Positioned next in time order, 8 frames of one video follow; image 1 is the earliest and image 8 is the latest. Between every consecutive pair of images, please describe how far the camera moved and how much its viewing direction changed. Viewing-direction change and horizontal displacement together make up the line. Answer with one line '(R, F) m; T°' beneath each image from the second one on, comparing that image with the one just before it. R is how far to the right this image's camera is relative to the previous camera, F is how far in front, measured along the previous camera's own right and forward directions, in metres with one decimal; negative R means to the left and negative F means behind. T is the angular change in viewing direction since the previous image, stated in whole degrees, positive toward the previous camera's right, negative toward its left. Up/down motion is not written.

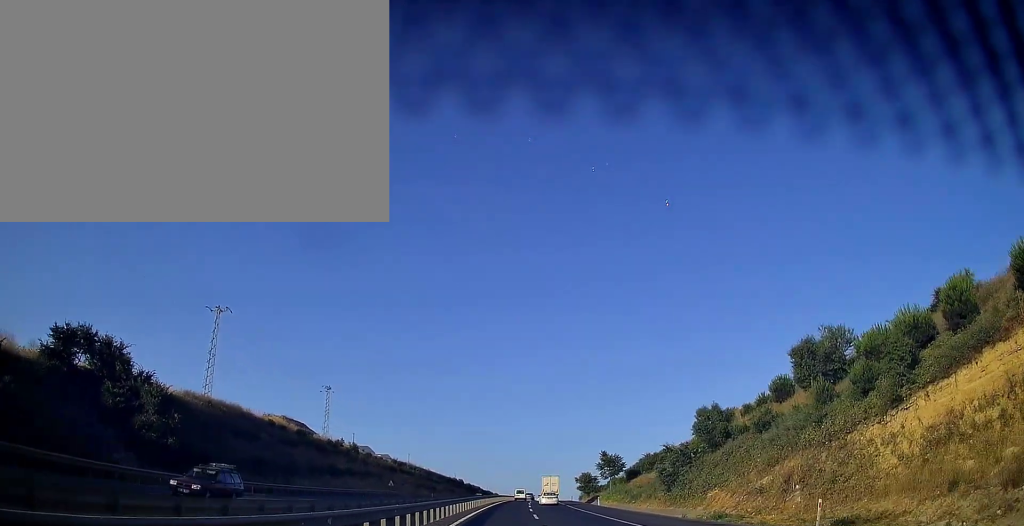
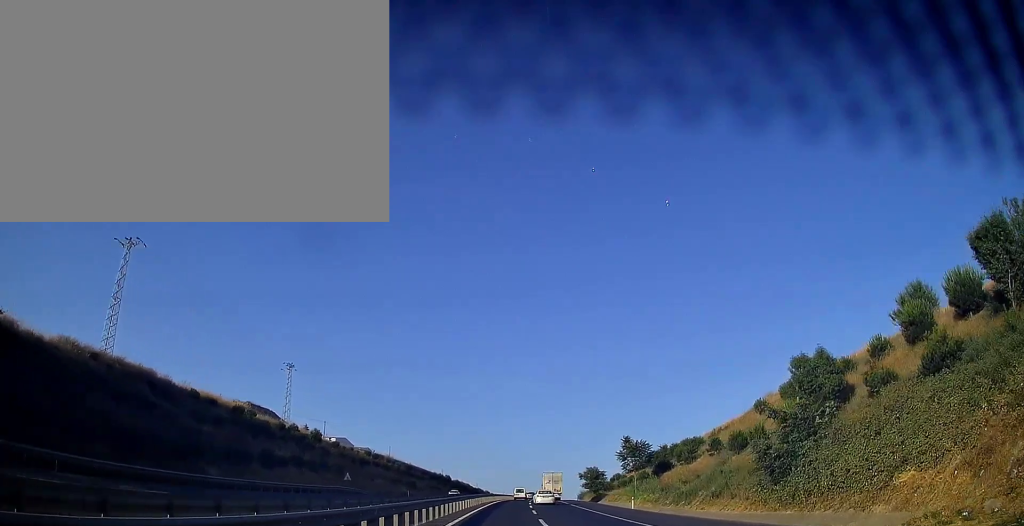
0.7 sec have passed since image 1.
(+0.1, +19.1) m; +1°
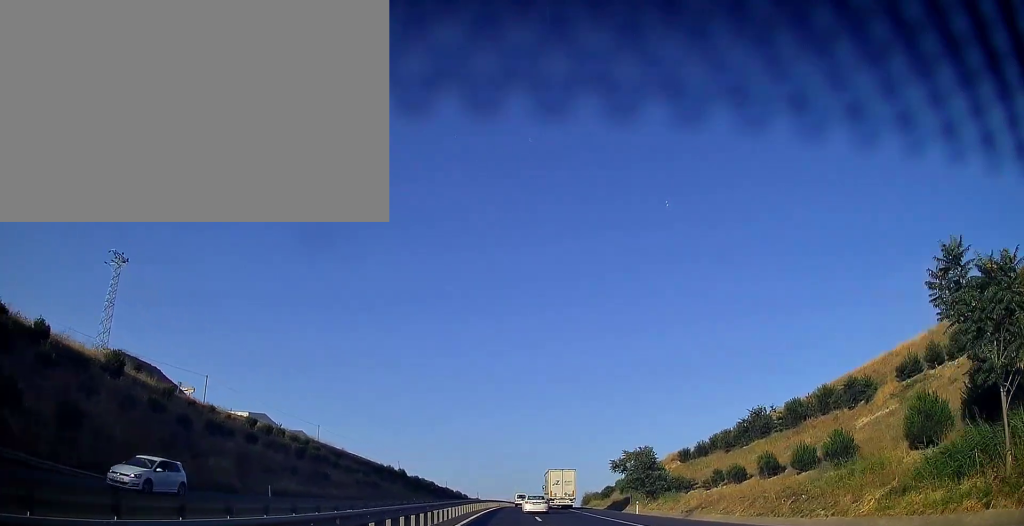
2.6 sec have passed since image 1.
(+1.3, +52.4) m; +2°
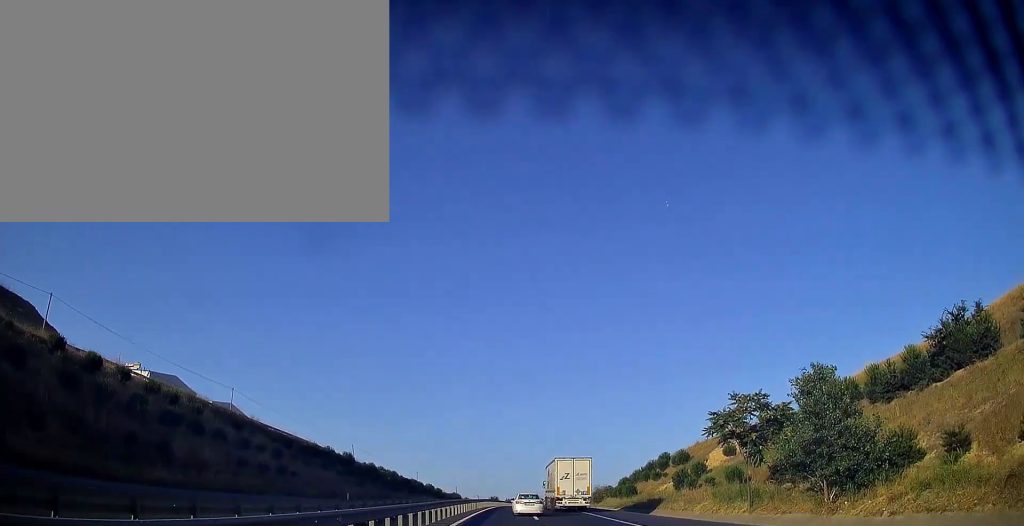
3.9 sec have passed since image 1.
(+0.2, +34.3) m; +2°
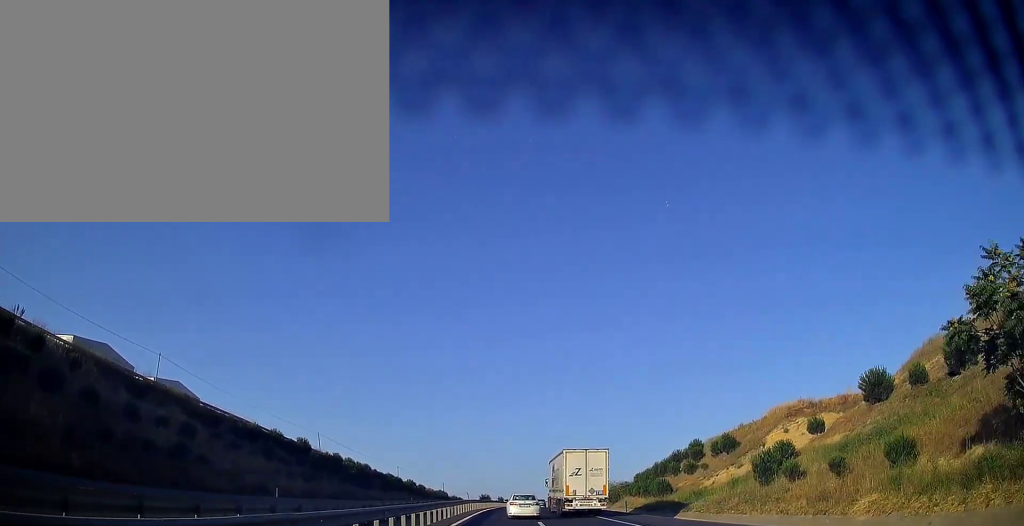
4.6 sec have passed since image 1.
(+0.4, +19.6) m; +1°
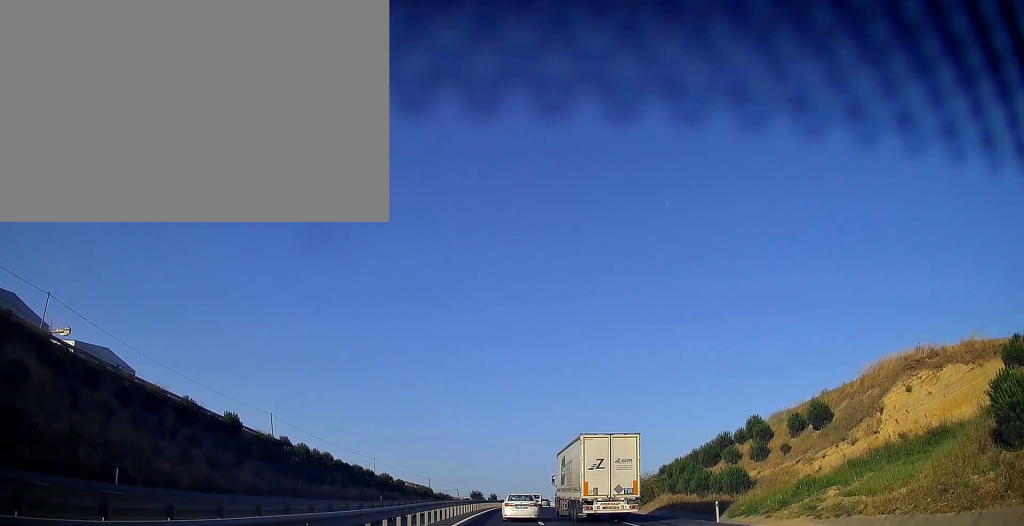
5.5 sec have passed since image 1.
(+0.1, +20.9) m; 0°
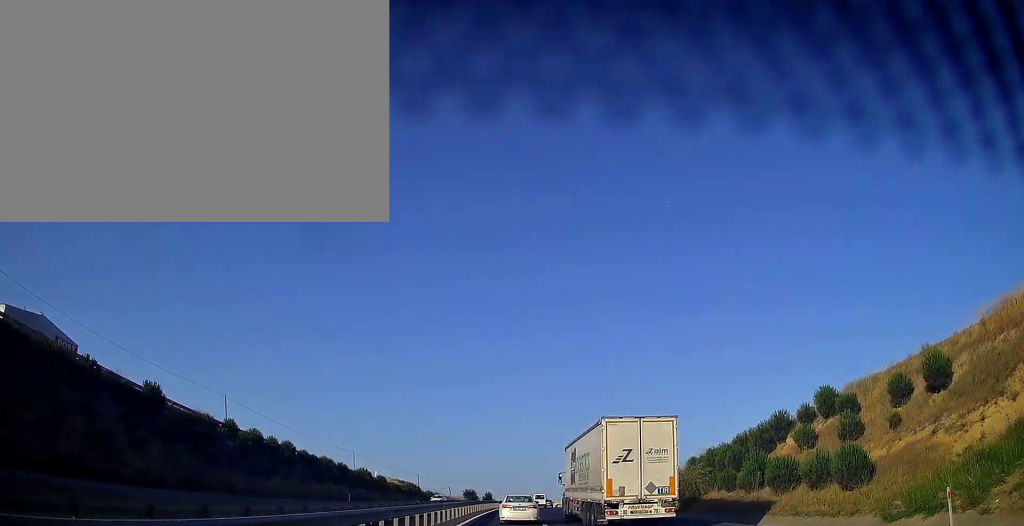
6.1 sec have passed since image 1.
(0.0, +14.8) m; 0°
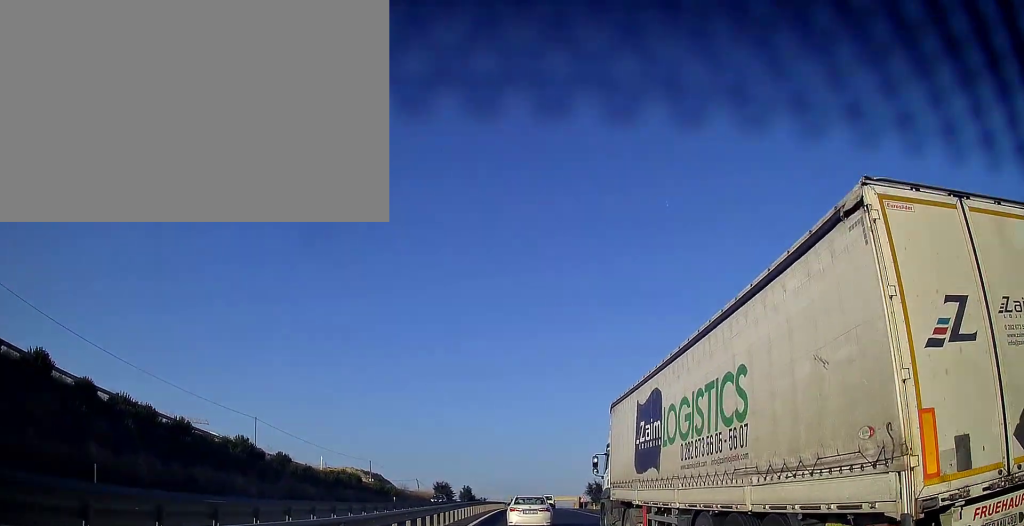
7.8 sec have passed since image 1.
(+0.8, +41.8) m; +2°
